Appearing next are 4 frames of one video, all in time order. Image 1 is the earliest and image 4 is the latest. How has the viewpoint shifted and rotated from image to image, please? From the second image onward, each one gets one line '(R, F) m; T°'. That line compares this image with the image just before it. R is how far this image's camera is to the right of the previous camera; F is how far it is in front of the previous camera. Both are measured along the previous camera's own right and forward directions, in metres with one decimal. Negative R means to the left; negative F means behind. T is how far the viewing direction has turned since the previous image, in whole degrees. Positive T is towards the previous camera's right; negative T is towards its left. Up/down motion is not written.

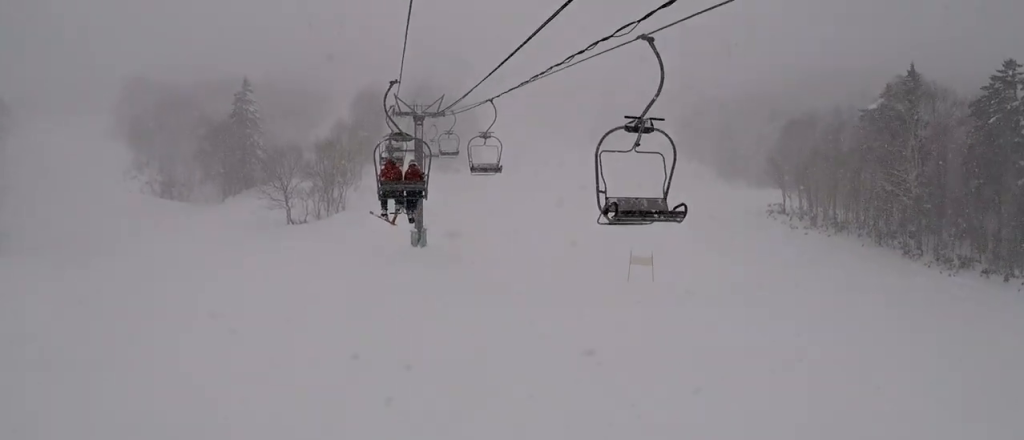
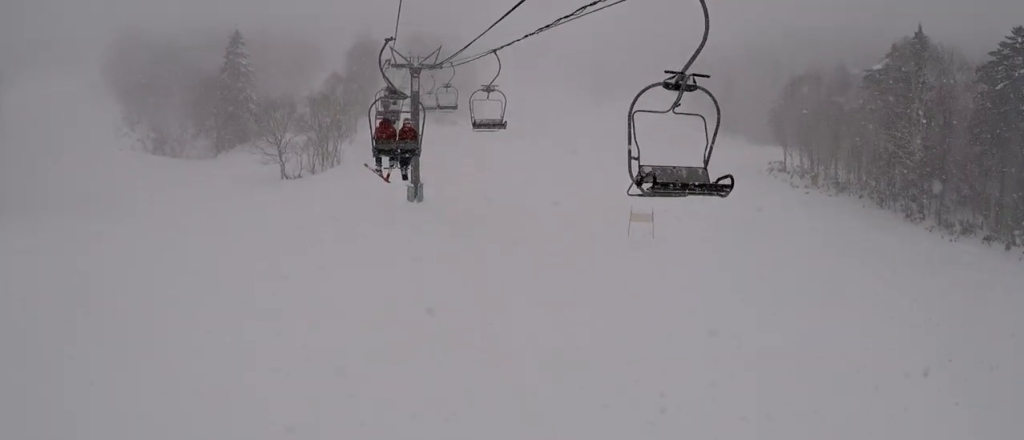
(0.0, +0.7) m; 0°
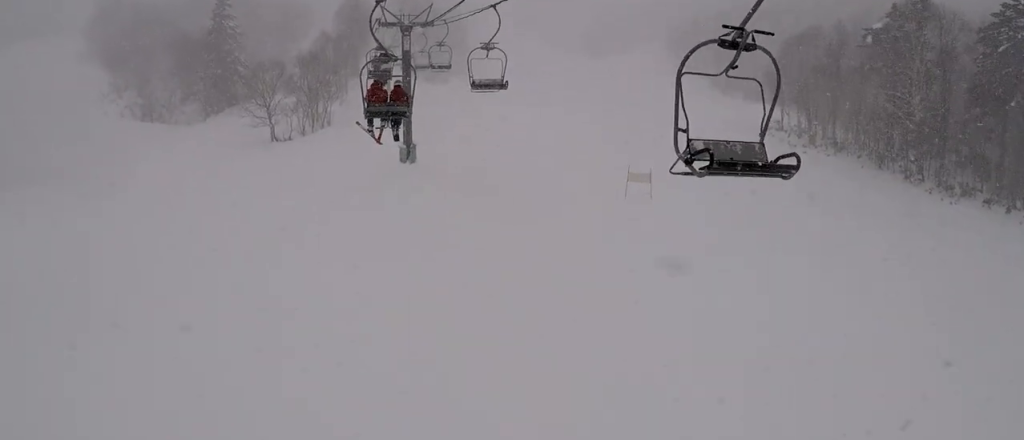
(0.0, +0.7) m; 0°
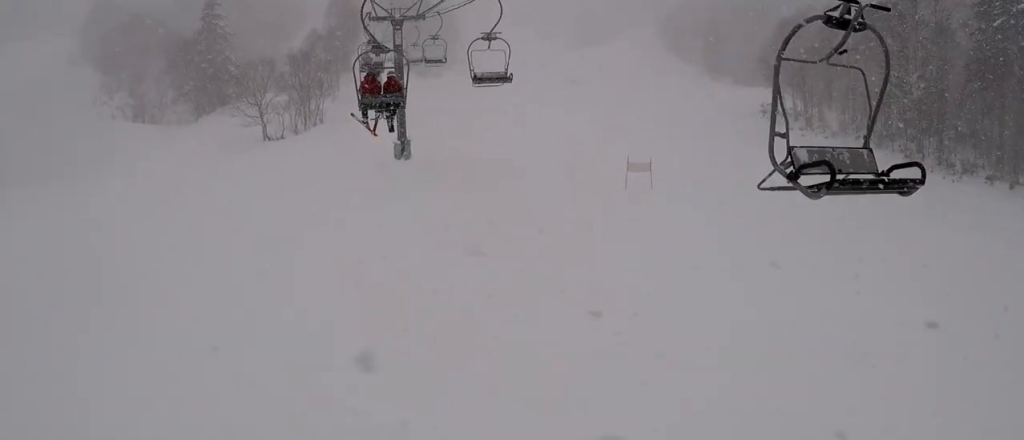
(0.0, +0.8) m; 0°
